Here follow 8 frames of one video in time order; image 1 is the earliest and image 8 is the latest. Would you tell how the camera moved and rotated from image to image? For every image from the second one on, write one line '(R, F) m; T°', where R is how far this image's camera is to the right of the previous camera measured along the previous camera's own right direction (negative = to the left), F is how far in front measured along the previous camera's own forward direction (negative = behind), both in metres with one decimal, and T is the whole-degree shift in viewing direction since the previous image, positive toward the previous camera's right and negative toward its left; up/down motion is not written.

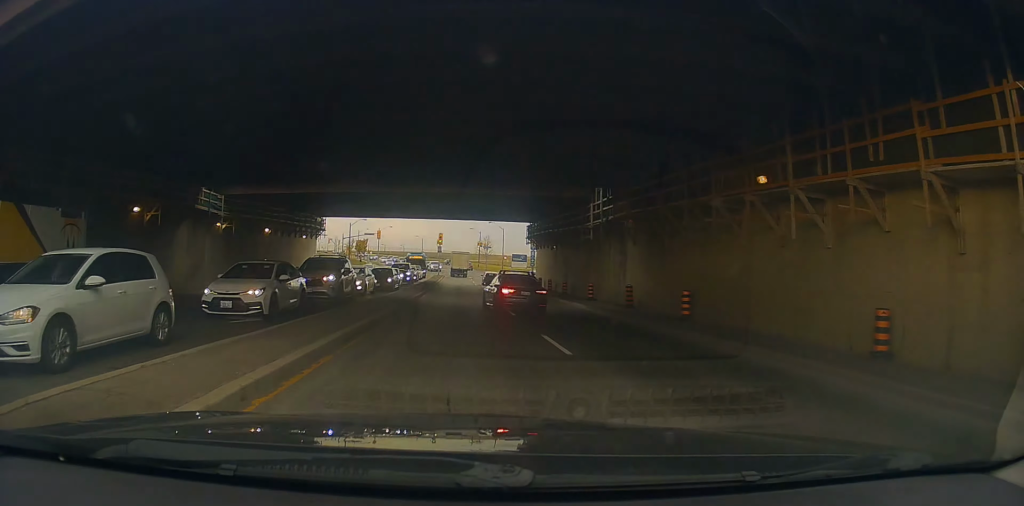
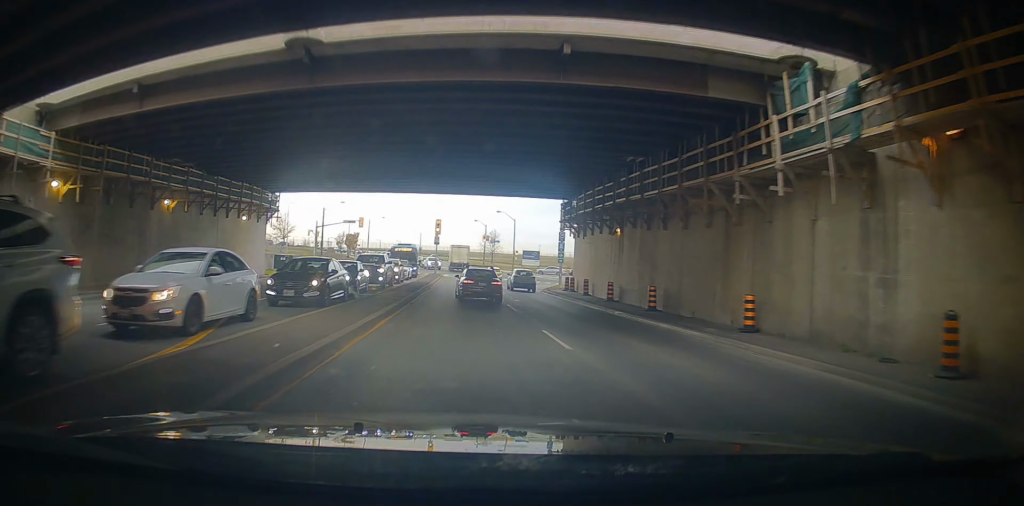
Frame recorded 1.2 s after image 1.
(+0.4, +16.9) m; +3°
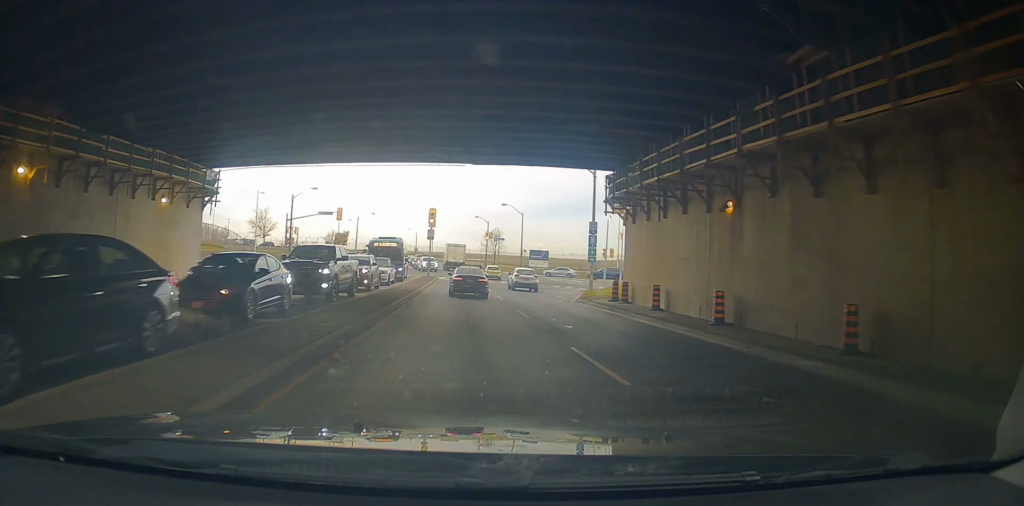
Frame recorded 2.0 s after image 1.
(+0.2, +12.2) m; +1°
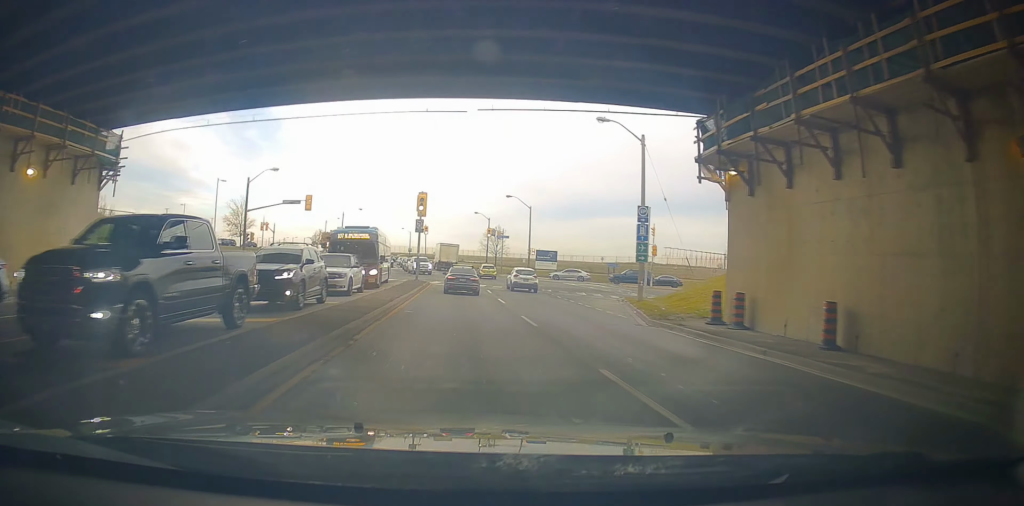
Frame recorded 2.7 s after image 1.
(-0.2, +11.5) m; 0°
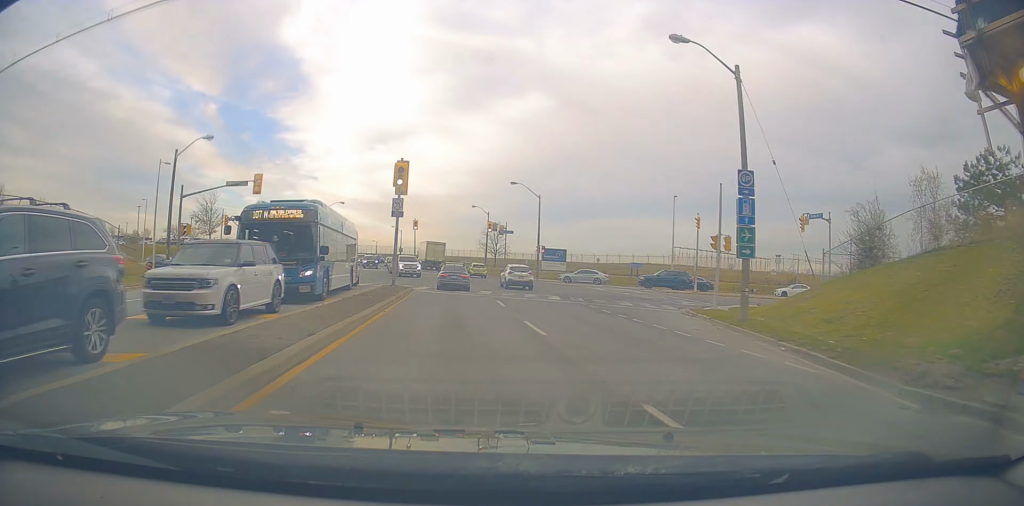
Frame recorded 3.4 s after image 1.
(+0.2, +11.5) m; -3°
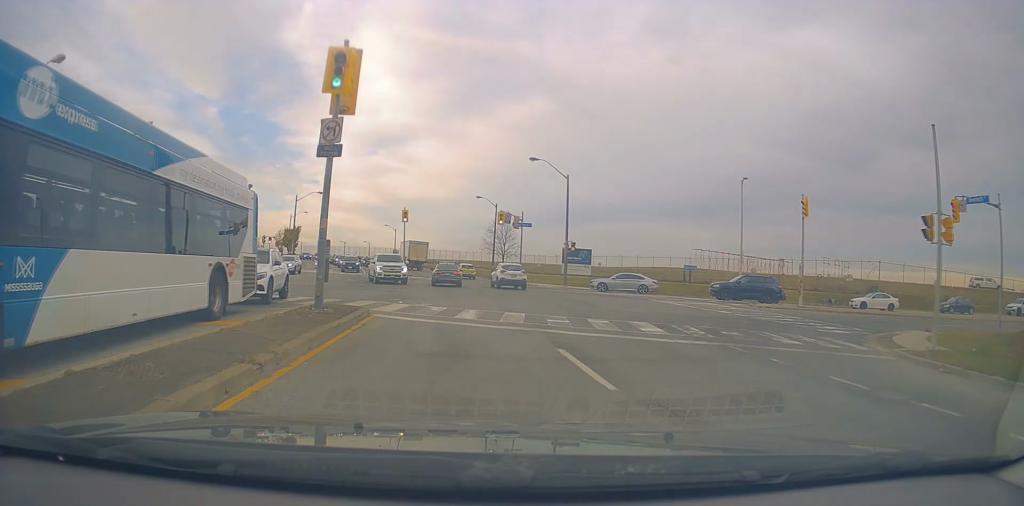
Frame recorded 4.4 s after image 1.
(-0.7, +14.5) m; -3°
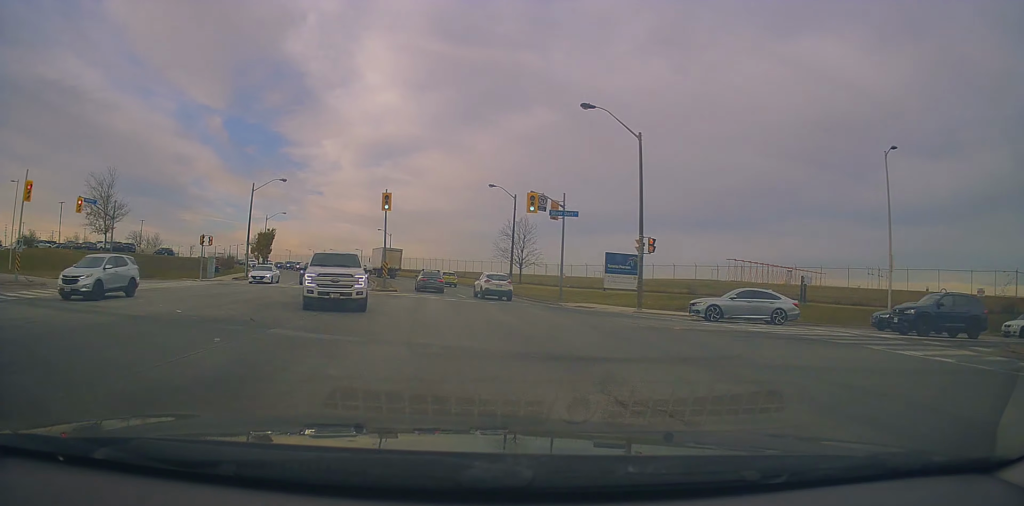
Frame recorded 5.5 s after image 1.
(-0.4, +17.7) m; -1°
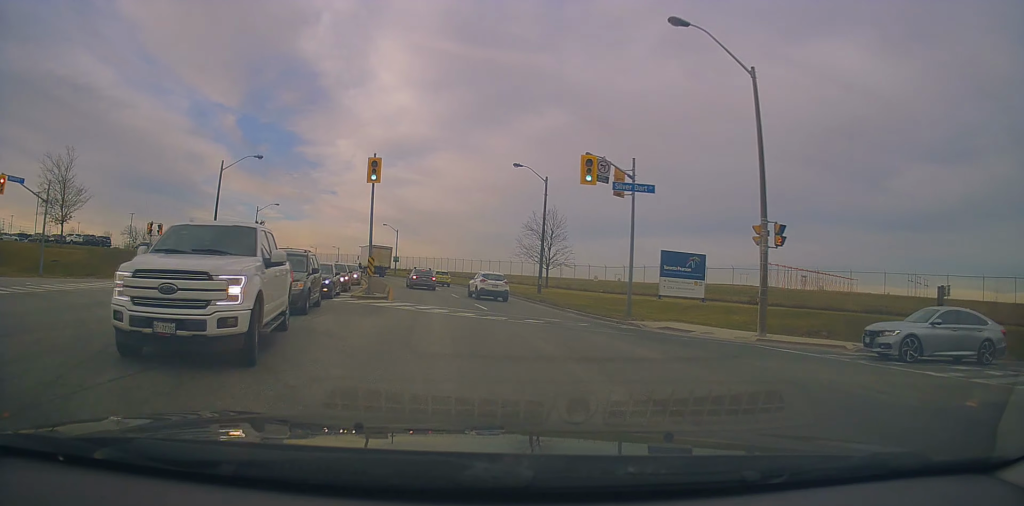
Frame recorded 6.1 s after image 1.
(+0.1, +10.9) m; +1°
